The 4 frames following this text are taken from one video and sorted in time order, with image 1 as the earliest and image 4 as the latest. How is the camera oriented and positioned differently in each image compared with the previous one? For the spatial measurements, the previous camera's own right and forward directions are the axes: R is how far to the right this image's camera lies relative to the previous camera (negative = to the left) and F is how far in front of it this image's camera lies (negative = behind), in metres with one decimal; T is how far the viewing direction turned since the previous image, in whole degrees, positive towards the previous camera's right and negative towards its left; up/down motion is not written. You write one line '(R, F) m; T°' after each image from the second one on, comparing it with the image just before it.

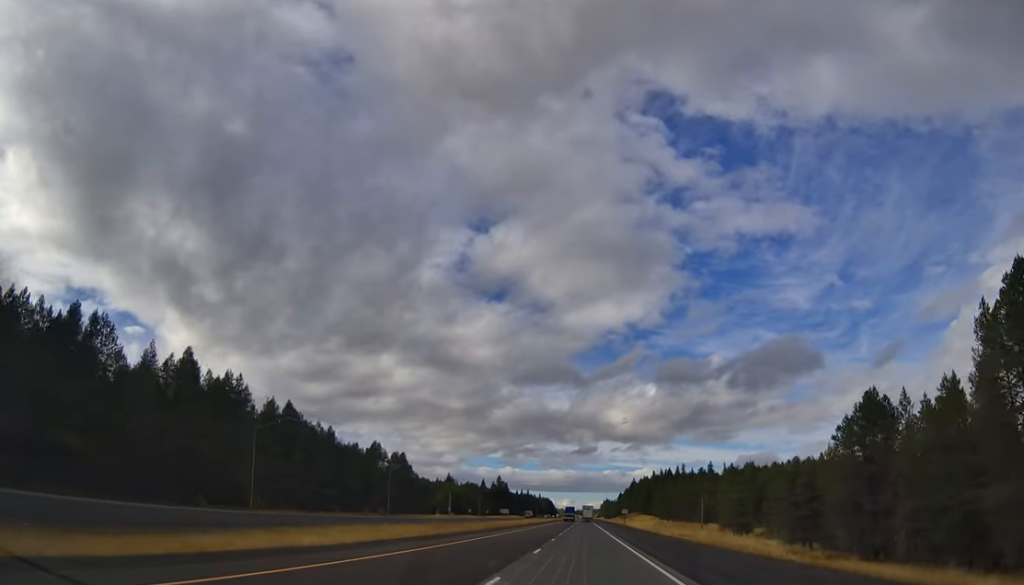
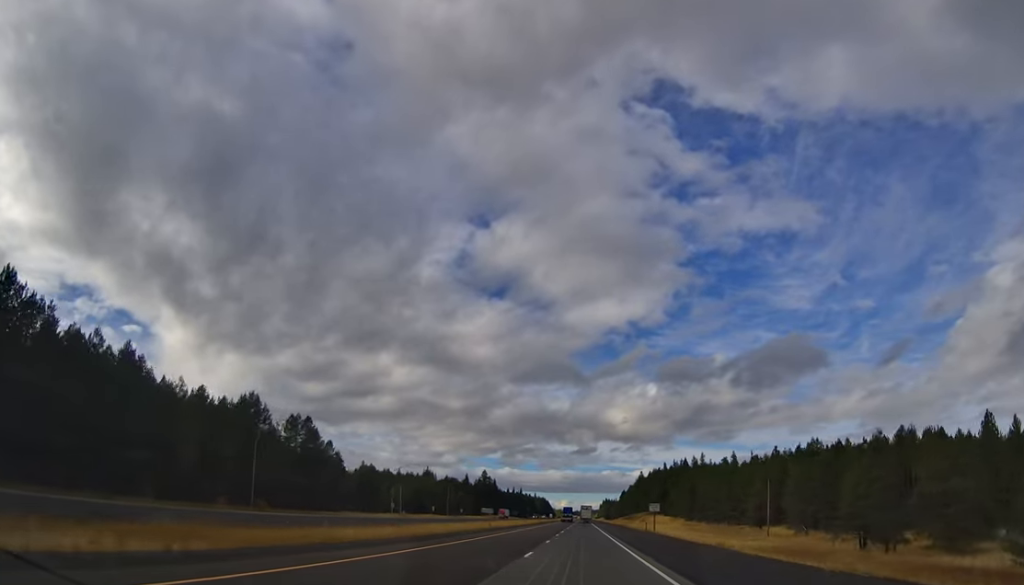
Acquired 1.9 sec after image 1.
(+0.6, +63.8) m; -1°
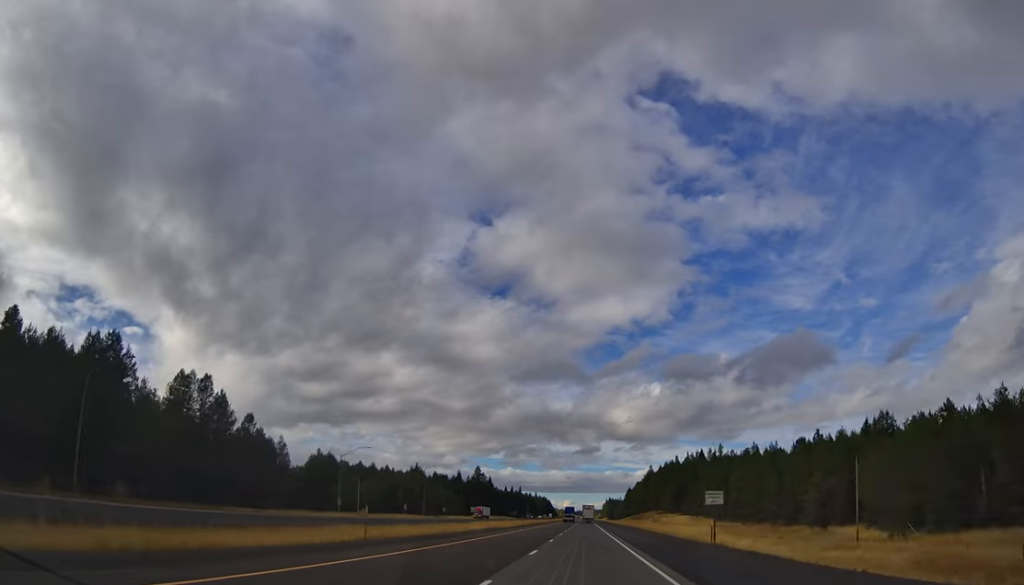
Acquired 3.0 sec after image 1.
(-0.7, +35.8) m; +1°
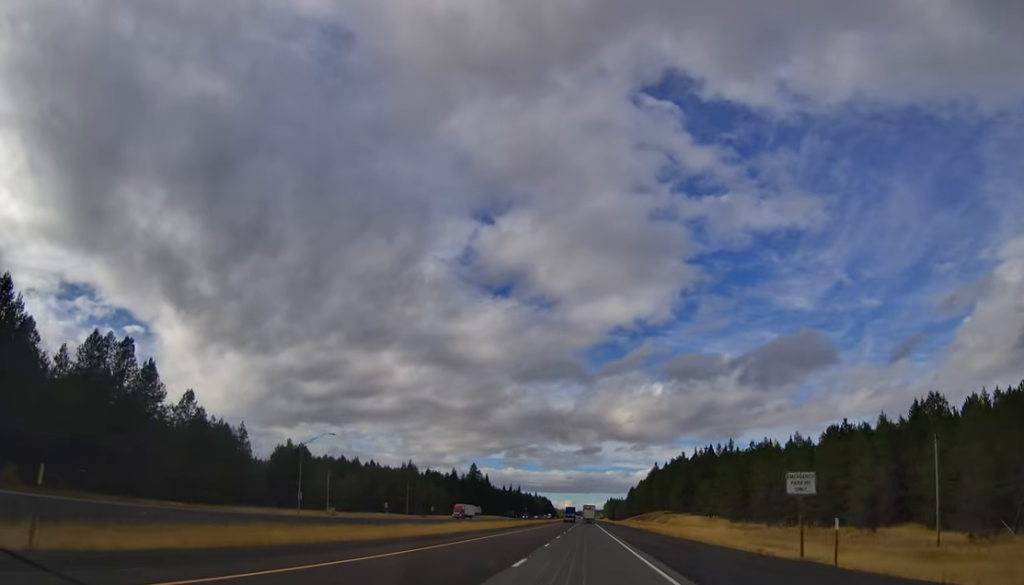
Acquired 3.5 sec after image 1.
(+0.5, +17.8) m; +1°
